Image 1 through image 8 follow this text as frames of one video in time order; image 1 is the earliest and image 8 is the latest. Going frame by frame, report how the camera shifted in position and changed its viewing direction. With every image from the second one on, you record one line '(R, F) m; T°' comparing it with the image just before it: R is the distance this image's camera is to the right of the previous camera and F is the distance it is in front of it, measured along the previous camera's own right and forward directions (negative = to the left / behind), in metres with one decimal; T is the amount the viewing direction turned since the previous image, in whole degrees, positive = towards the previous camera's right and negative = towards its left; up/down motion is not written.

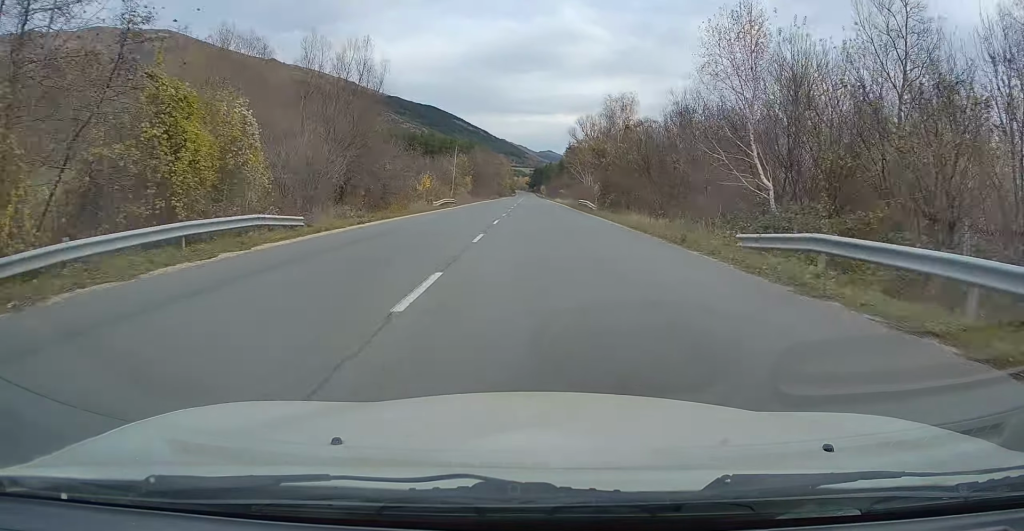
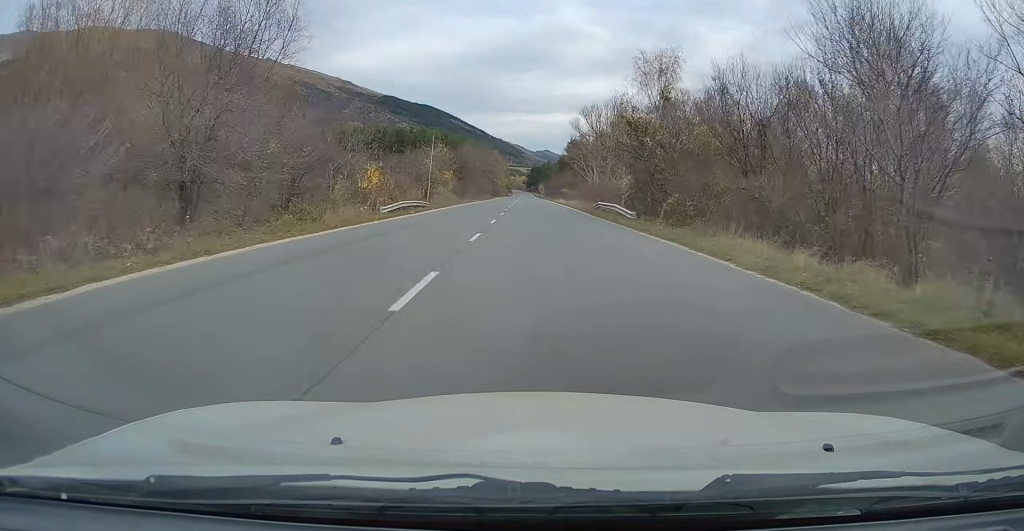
(-0.3, +18.1) m; 0°
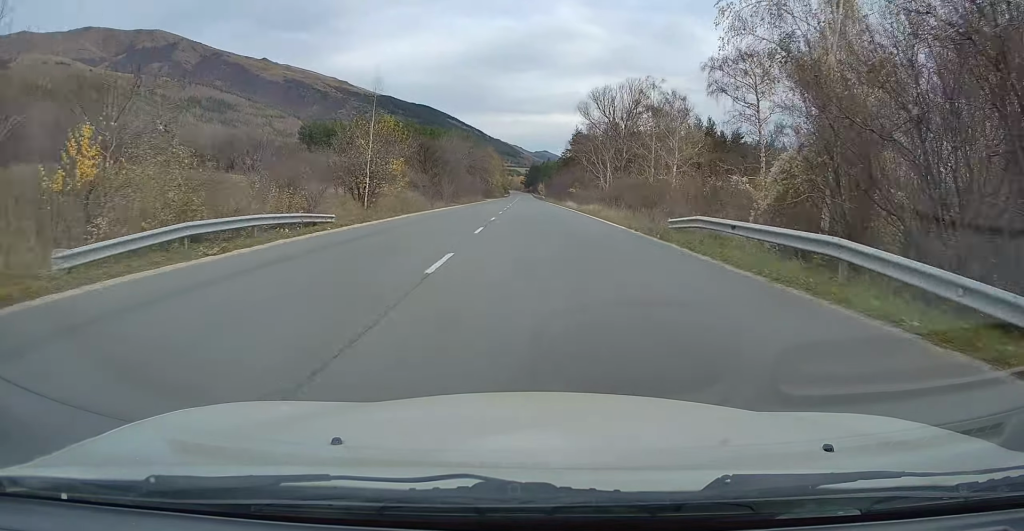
(+0.1, +25.0) m; 0°
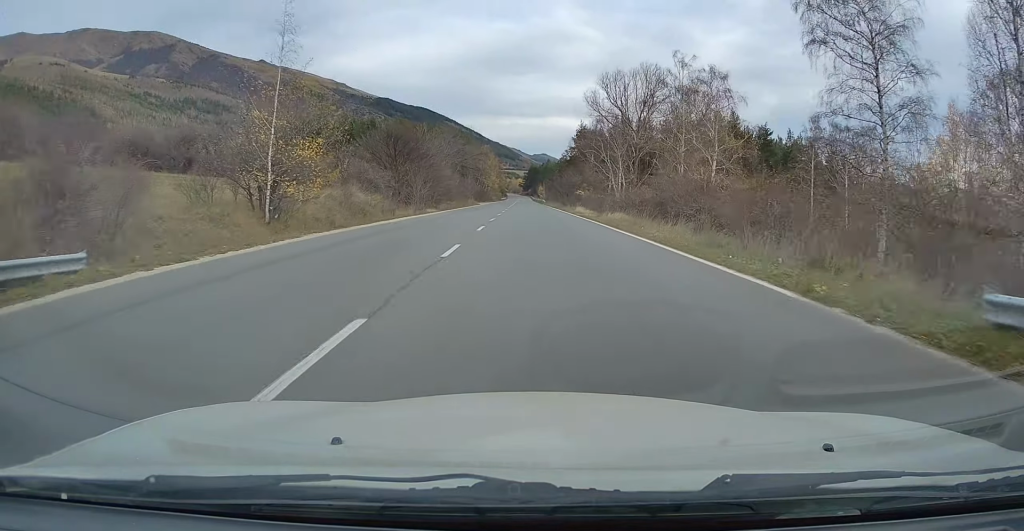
(+0.1, +15.9) m; 0°
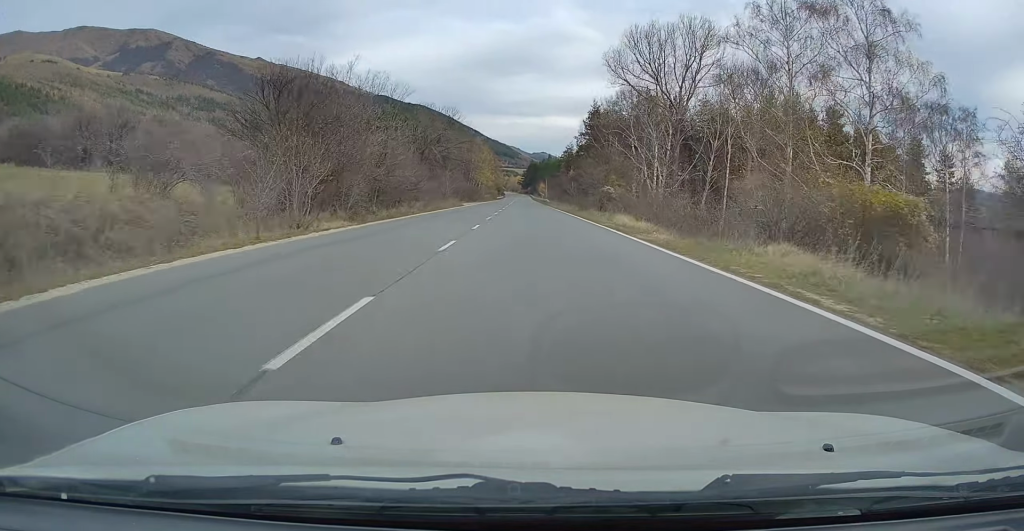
(-0.3, +26.7) m; 0°
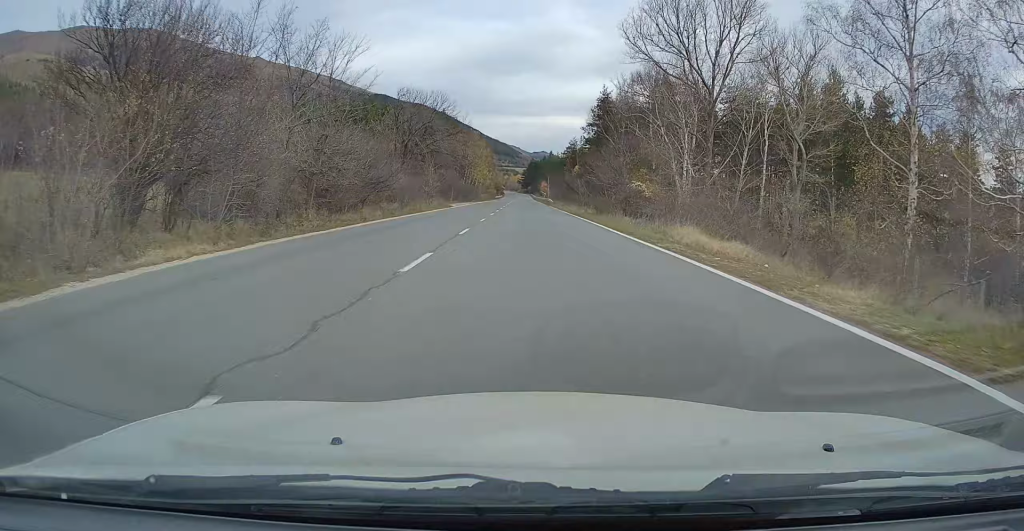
(+0.2, +13.0) m; 0°
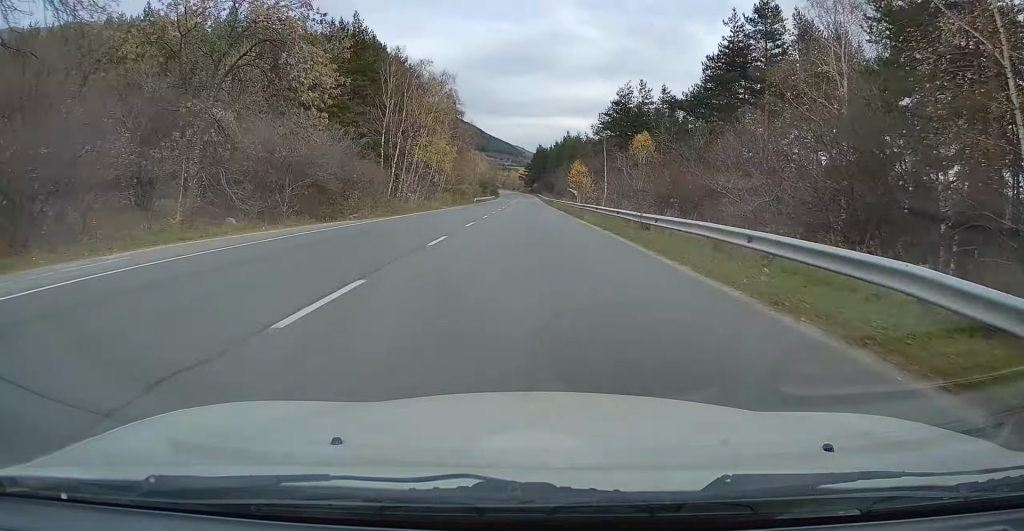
(-0.4, +87.2) m; 0°
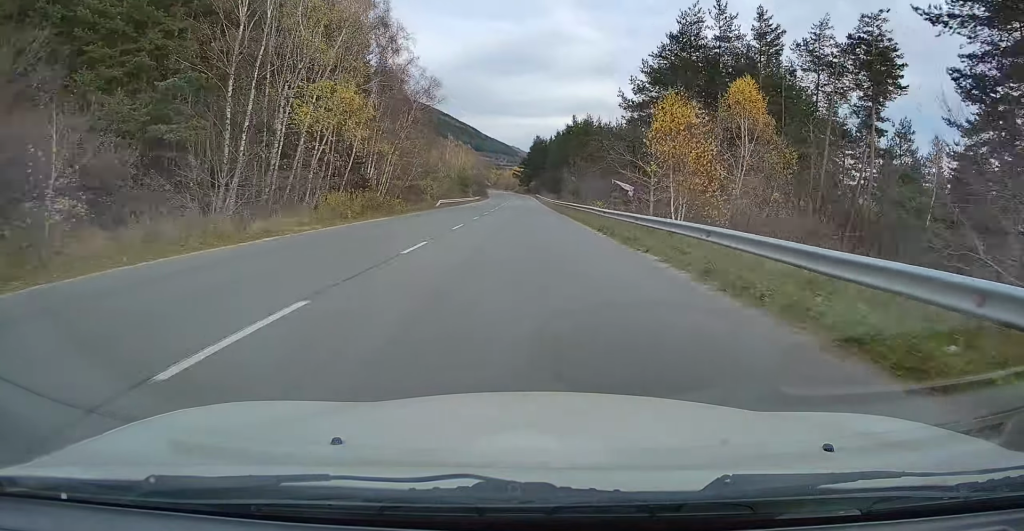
(+0.4, +38.1) m; +1°
